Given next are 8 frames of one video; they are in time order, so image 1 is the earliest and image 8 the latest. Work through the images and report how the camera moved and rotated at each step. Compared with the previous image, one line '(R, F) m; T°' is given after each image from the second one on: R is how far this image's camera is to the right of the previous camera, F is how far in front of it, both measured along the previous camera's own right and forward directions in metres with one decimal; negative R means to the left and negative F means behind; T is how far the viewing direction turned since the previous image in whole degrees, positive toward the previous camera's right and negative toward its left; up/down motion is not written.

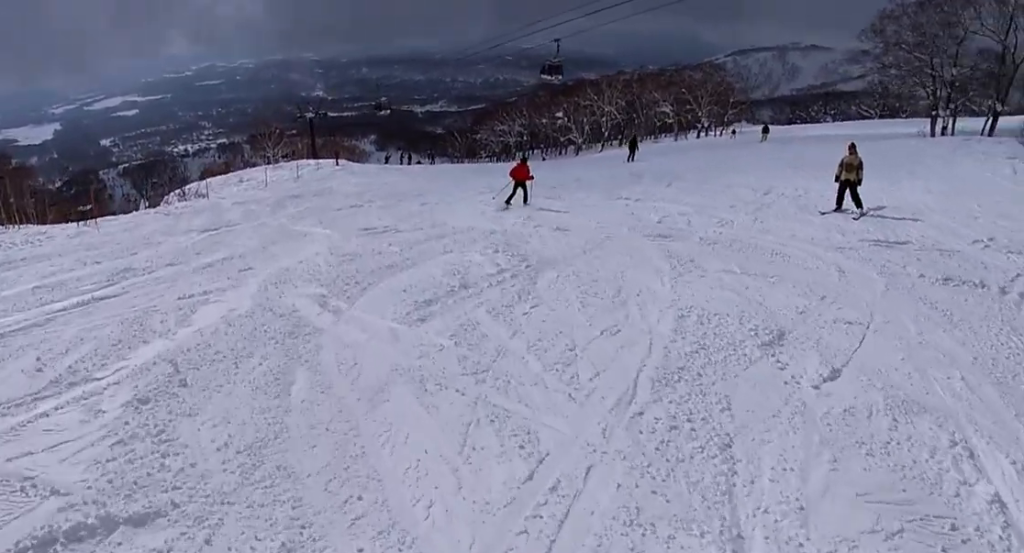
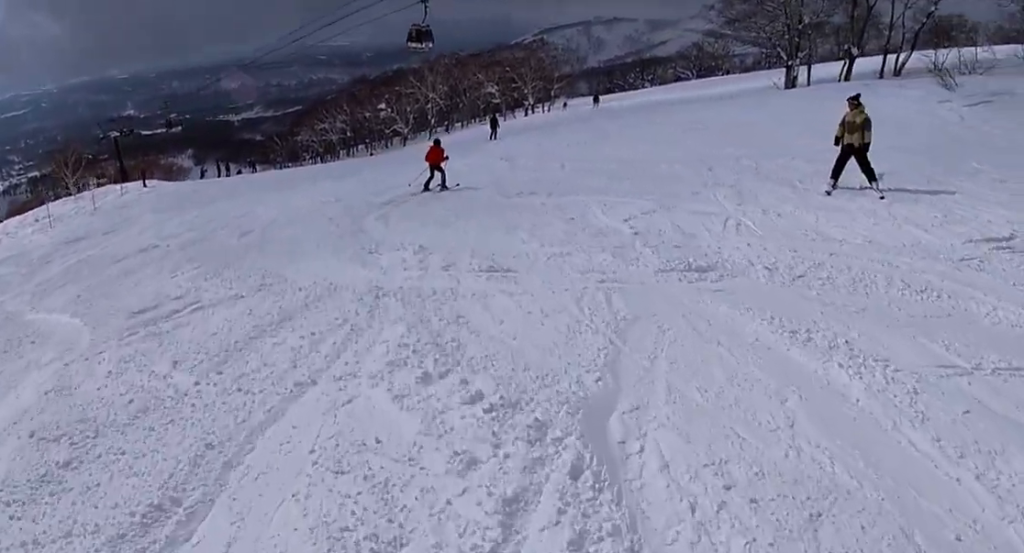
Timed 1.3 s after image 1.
(+1.5, +5.6) m; +12°
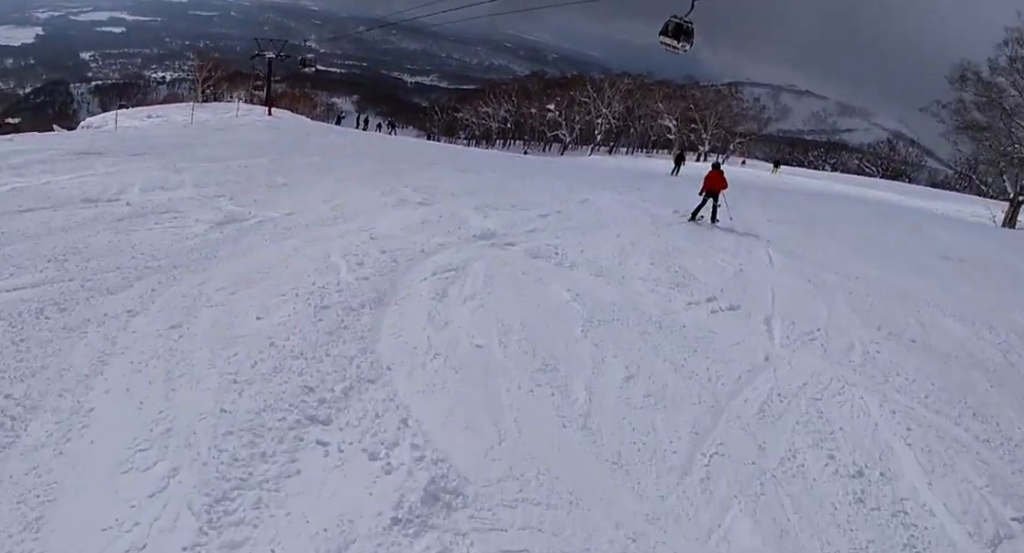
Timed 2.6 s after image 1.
(-1.0, +6.1) m; -16°
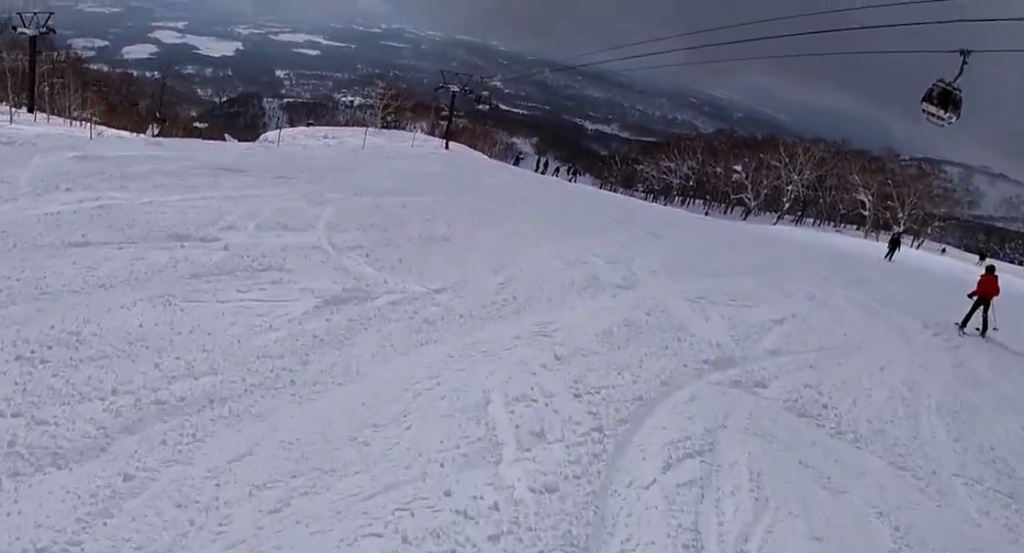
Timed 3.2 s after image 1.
(0.0, +3.2) m; -5°
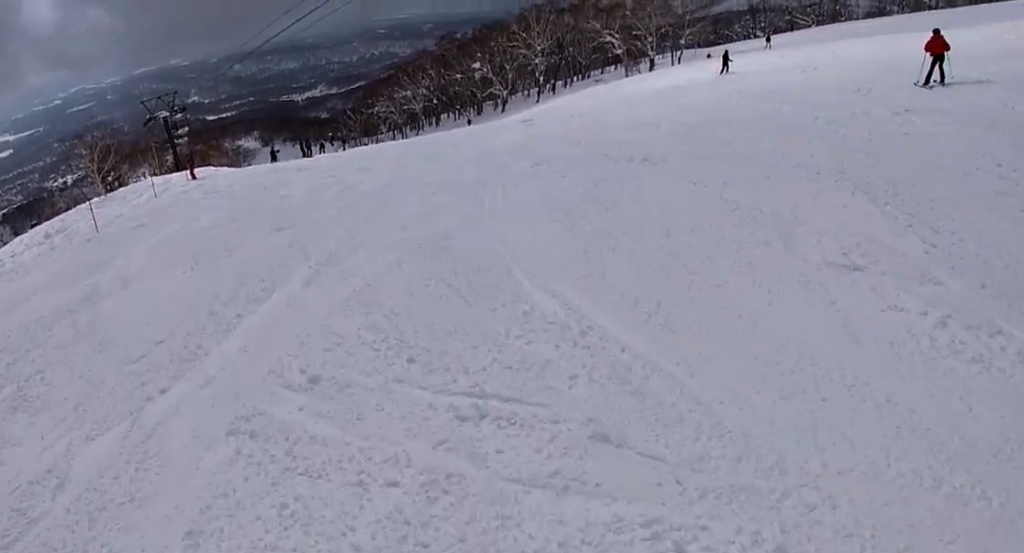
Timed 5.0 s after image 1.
(+0.8, +7.9) m; +26°
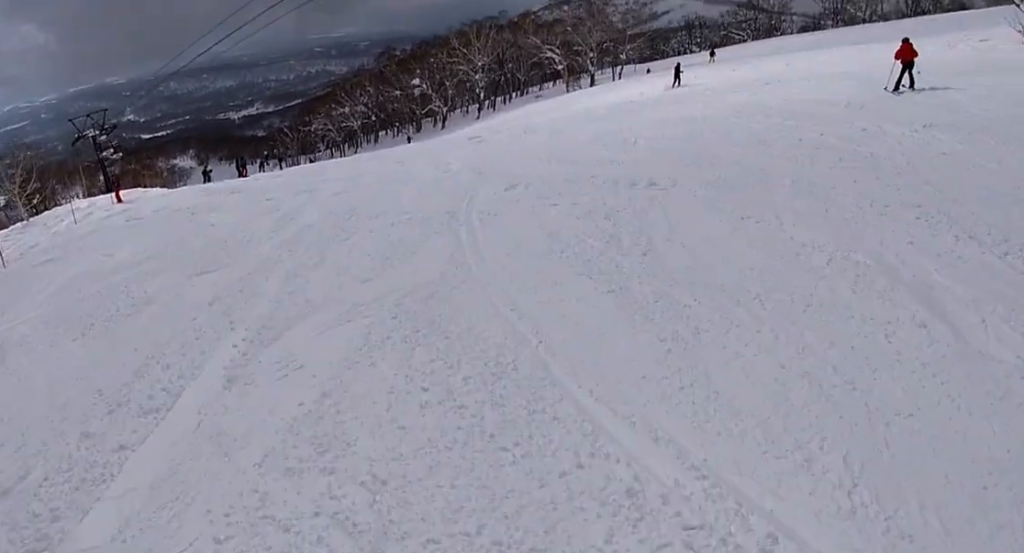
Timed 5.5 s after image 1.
(+0.5, +2.1) m; +10°
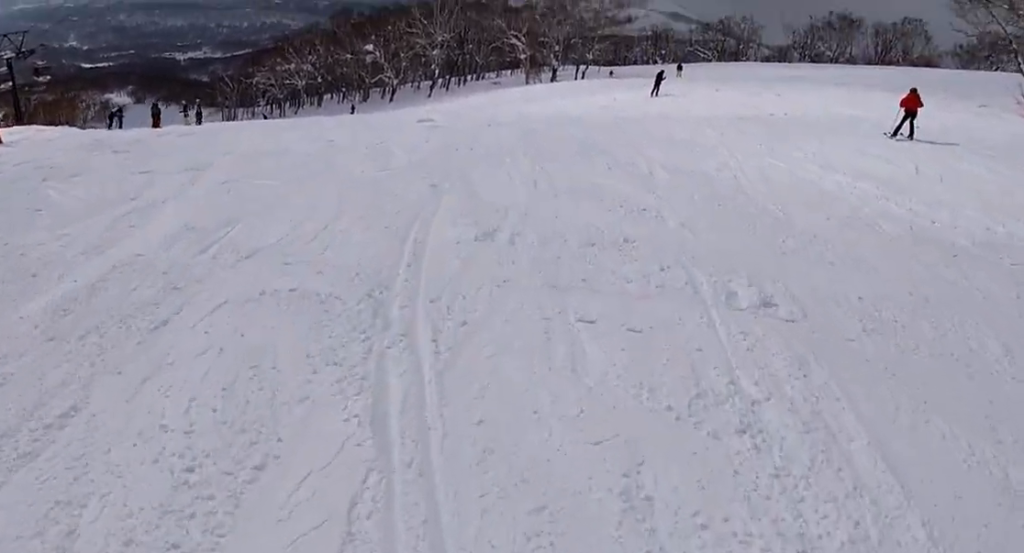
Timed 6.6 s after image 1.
(-0.3, +4.9) m; -24°
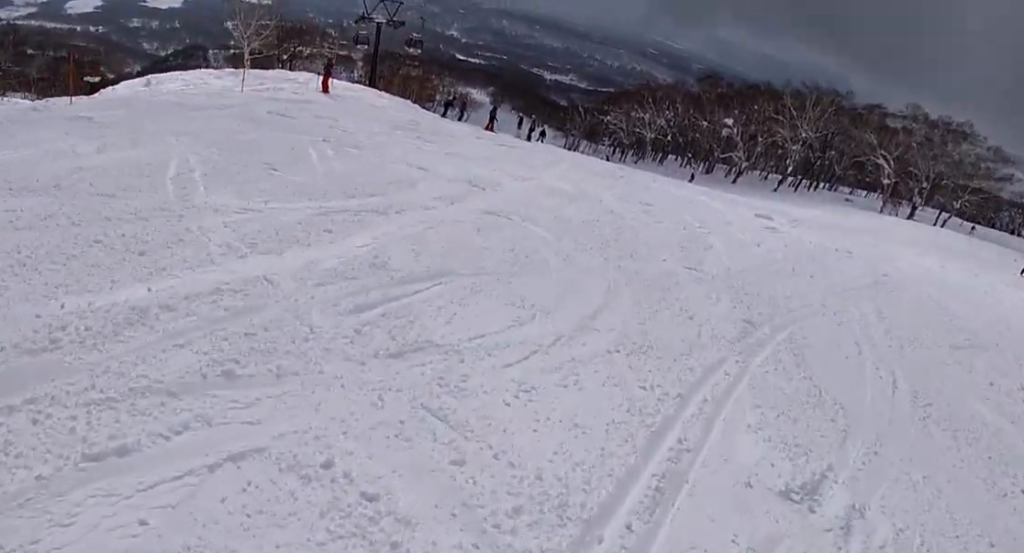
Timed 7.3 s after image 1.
(-1.1, +2.8) m; -11°
